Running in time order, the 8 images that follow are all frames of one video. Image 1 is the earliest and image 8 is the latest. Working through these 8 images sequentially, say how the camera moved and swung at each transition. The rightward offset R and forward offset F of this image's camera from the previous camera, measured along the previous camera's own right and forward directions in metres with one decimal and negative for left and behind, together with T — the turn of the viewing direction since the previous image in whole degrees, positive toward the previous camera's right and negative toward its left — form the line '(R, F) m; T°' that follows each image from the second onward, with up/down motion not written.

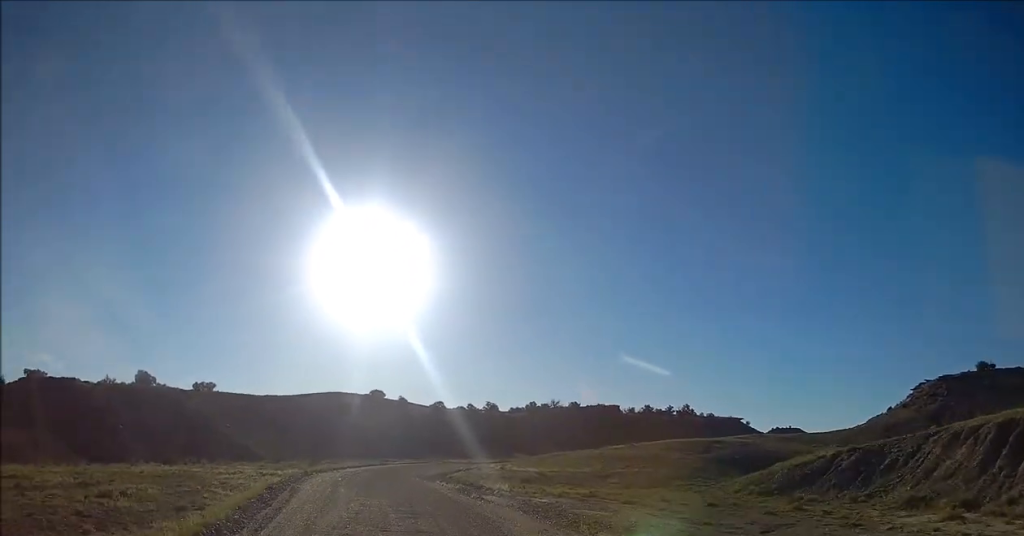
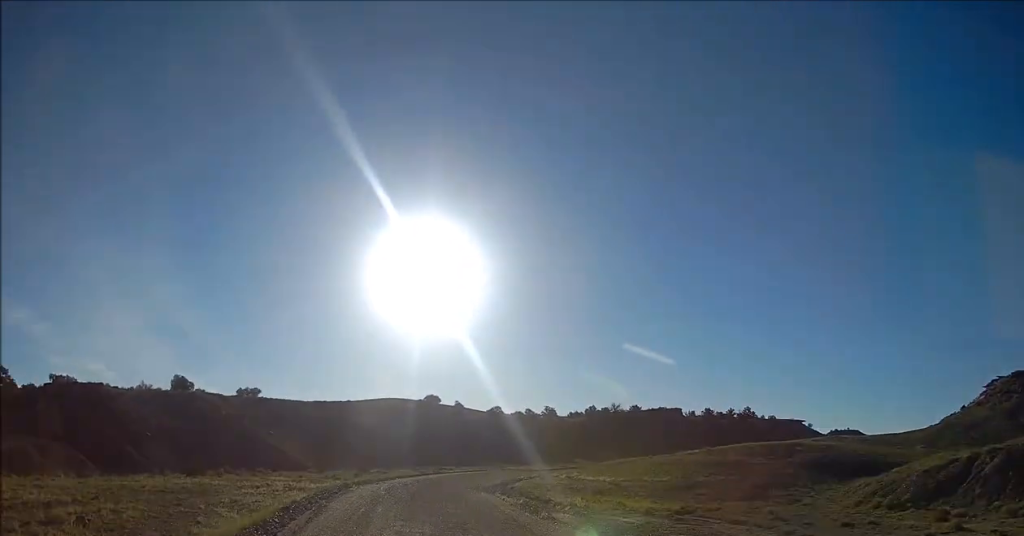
(-0.1, +4.4) m; -4°
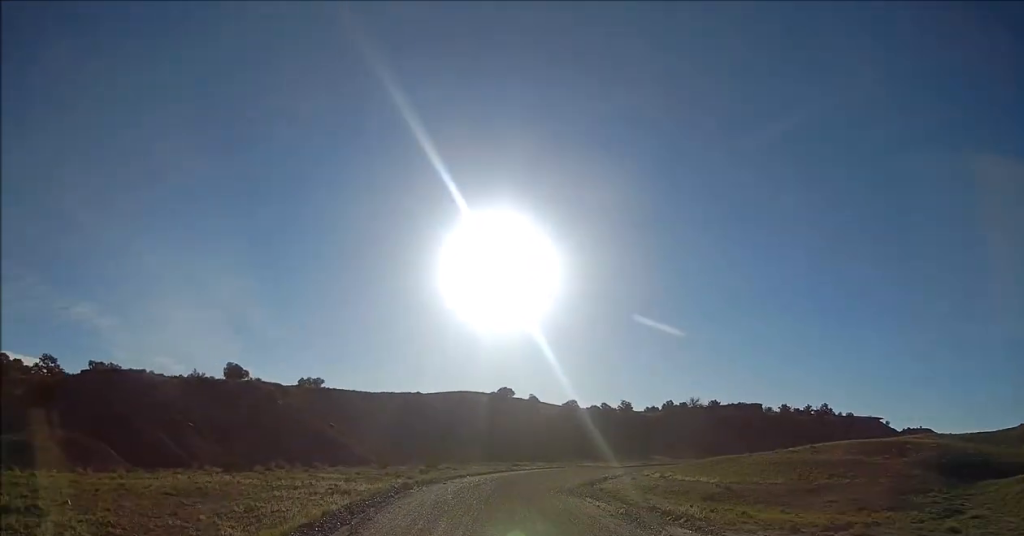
(-0.3, +5.2) m; -3°
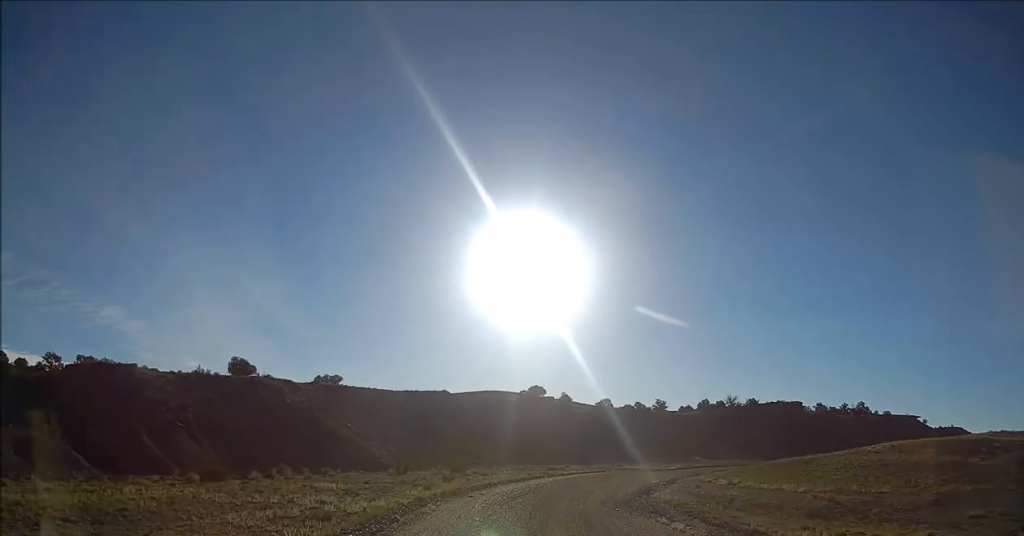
(-0.1, +8.0) m; -1°
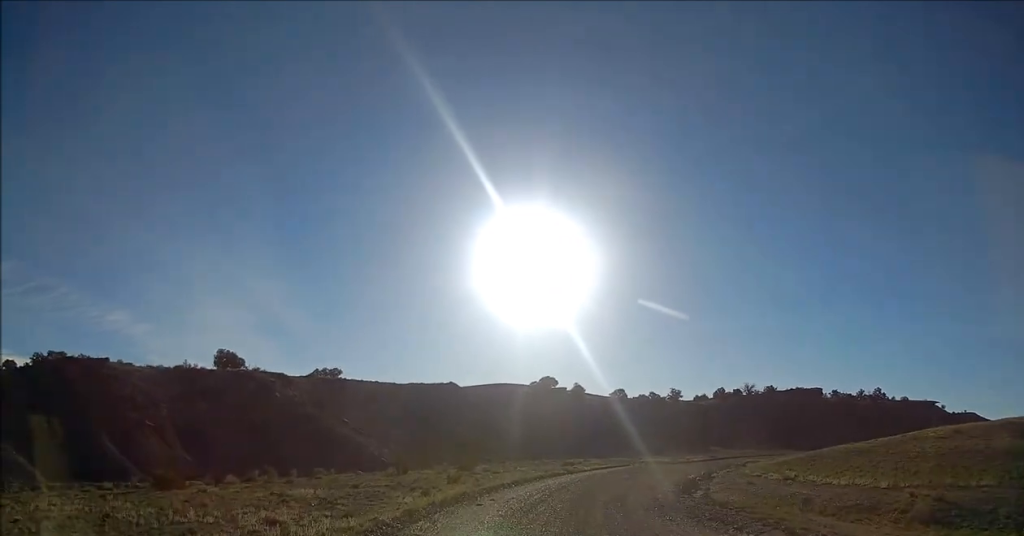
(0.0, +7.2) m; 0°
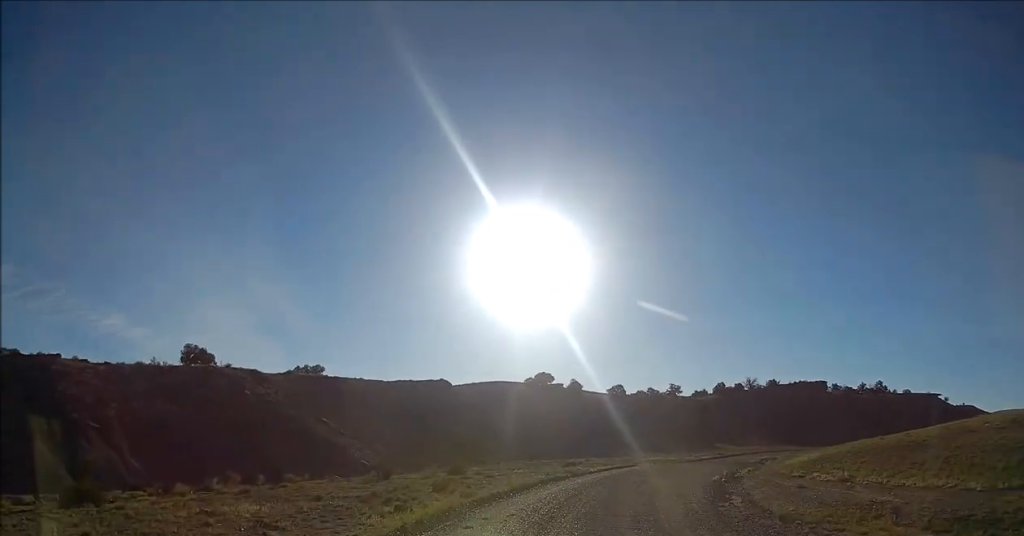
(0.0, +6.8) m; +1°
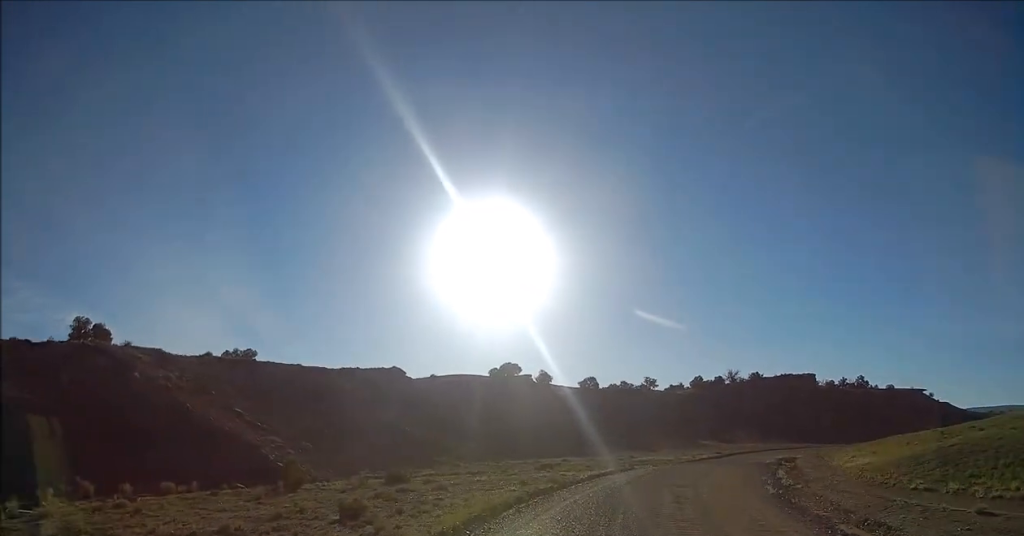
(+0.6, +14.6) m; +7°
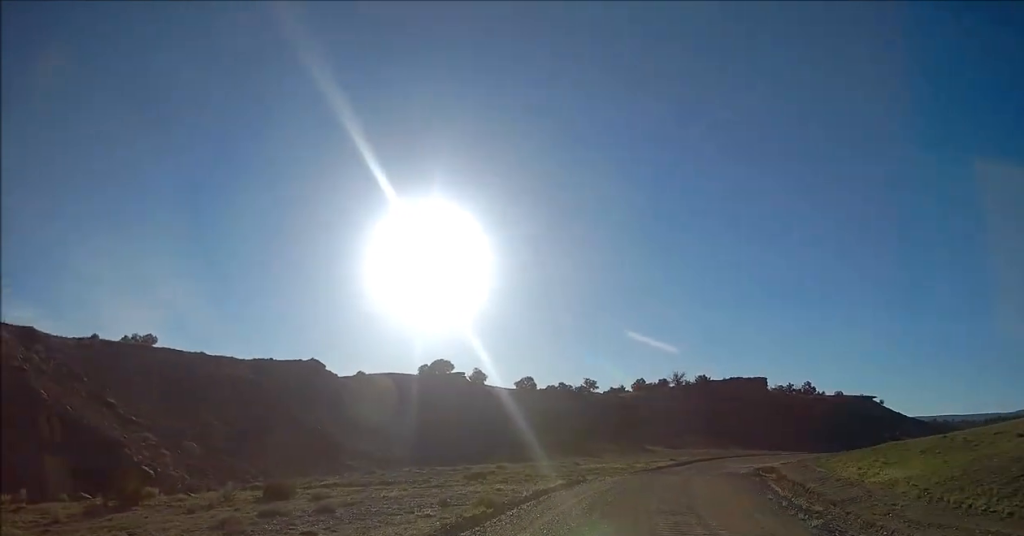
(+0.7, +10.0) m; +8°
